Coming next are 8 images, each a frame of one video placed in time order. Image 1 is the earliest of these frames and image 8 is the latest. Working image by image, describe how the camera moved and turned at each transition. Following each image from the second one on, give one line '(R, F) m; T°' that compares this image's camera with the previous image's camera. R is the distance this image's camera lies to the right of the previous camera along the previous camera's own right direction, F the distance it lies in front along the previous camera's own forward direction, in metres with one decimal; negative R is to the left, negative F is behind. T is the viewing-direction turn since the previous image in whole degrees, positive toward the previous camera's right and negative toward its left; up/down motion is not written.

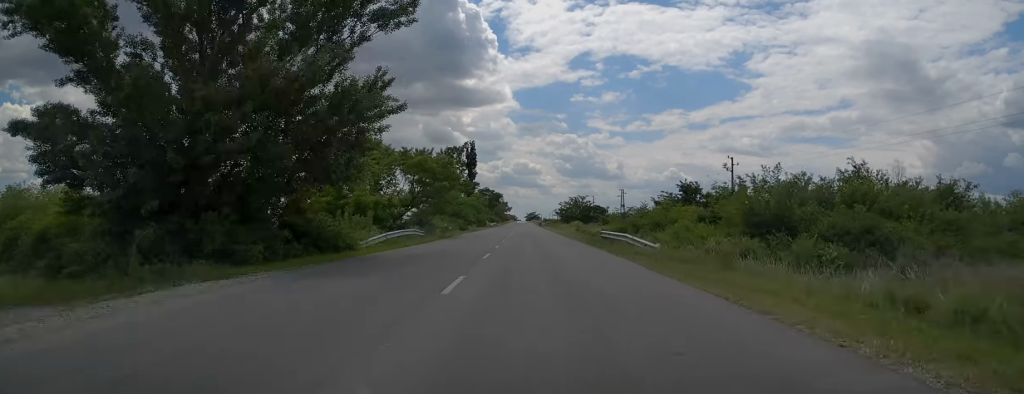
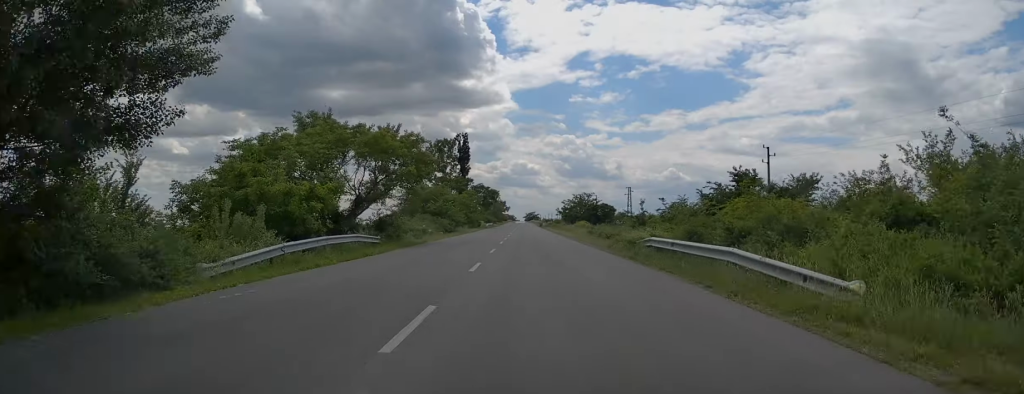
(0.0, +13.2) m; 0°
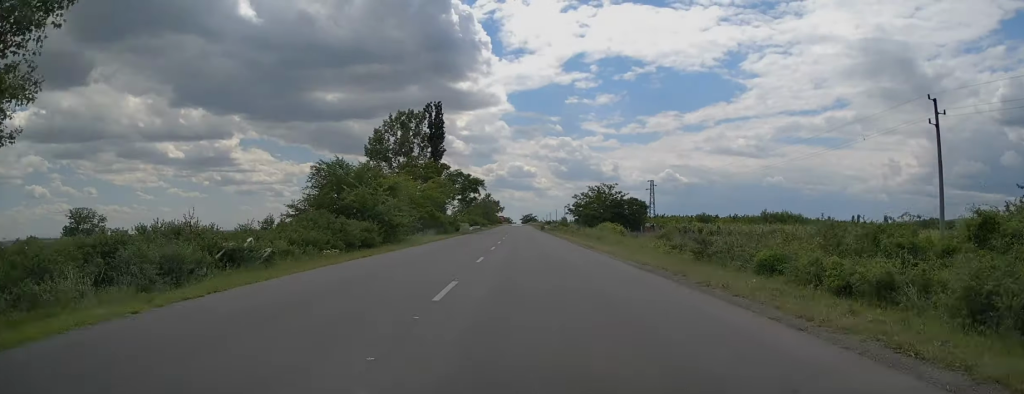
(+0.1, +32.0) m; +1°
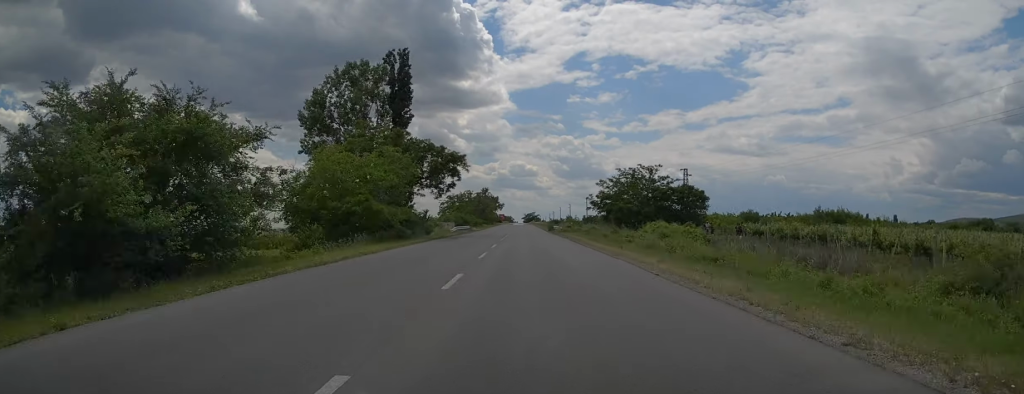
(+0.2, +25.4) m; 0°
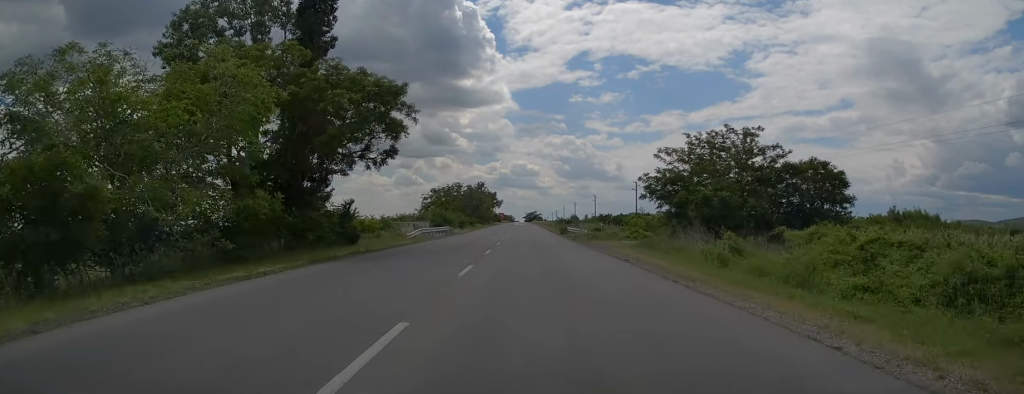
(-0.2, +24.4) m; 0°
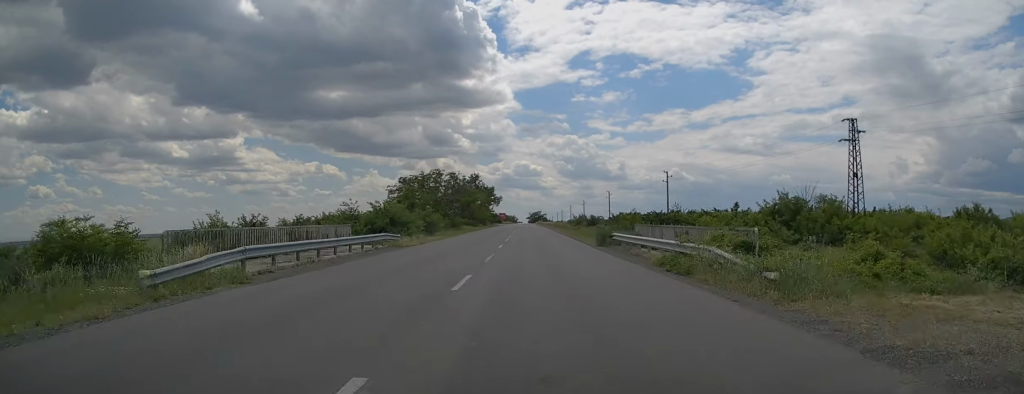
(+0.3, +29.1) m; 0°
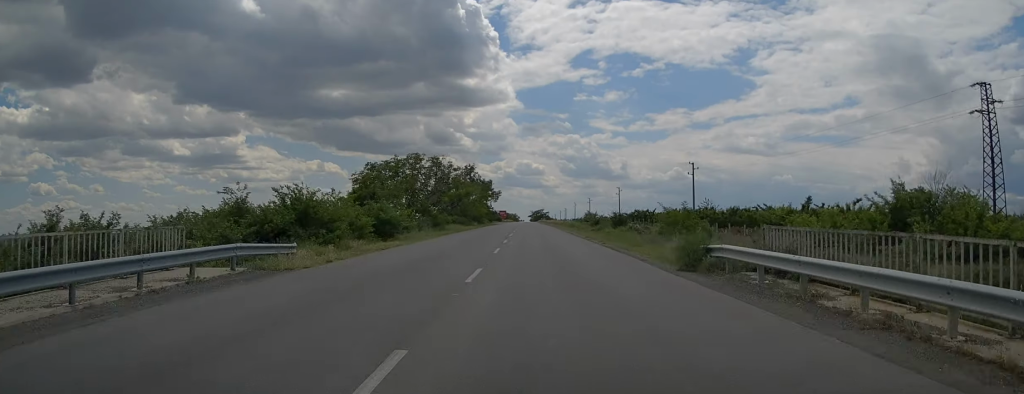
(-0.2, +16.9) m; 0°
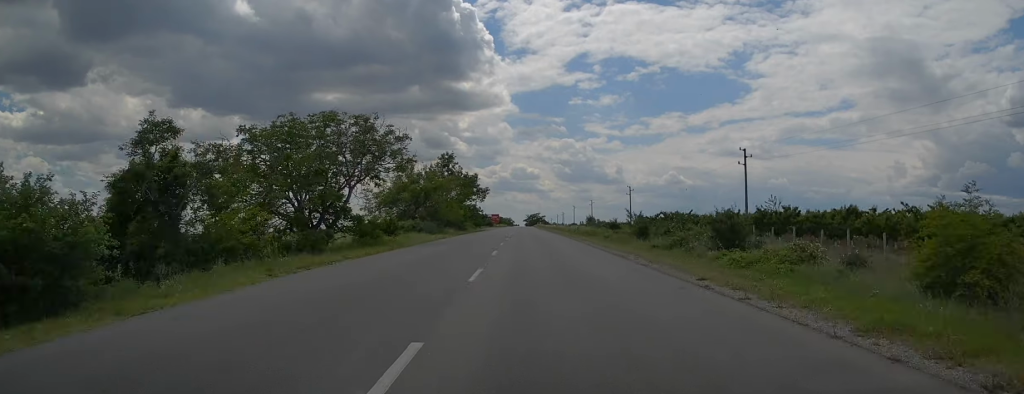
(-0.1, +26.3) m; 0°
